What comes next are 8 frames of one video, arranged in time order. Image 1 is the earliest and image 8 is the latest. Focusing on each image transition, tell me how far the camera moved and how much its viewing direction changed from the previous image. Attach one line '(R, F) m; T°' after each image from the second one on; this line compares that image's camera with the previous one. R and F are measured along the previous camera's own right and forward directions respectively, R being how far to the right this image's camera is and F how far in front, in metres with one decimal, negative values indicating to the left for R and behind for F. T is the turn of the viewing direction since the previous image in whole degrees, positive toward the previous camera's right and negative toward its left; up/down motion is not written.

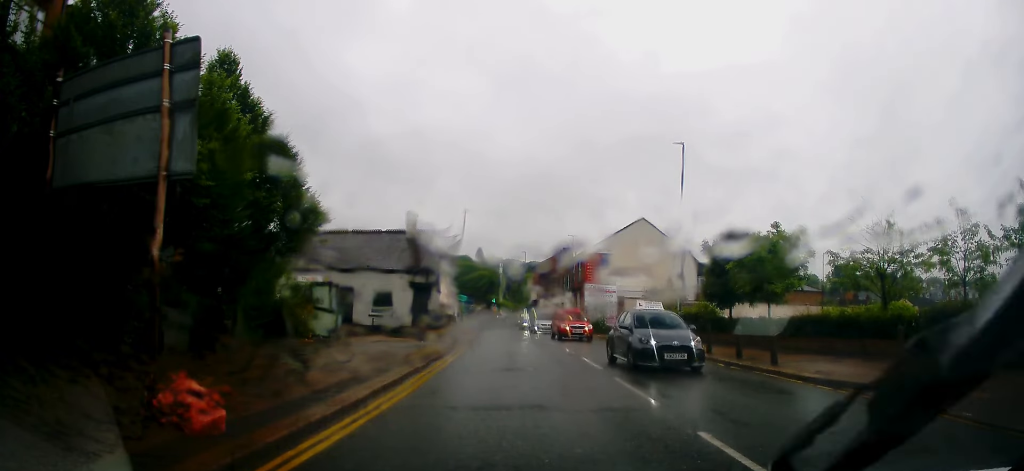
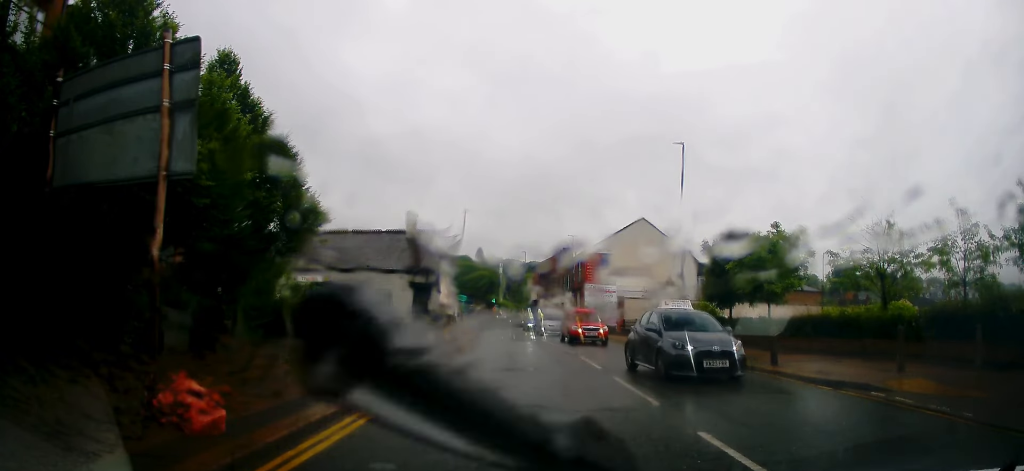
(0.0, 0.0) m; 0°
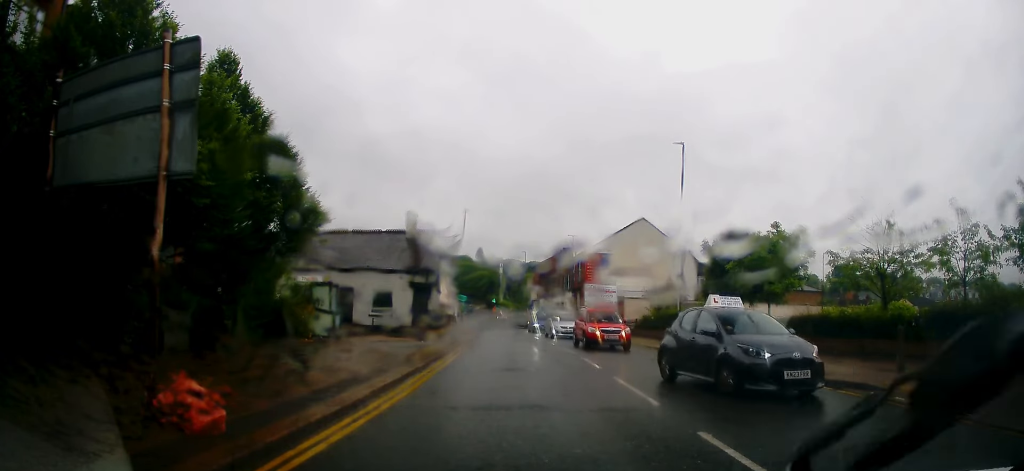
(0.0, 0.0) m; 0°
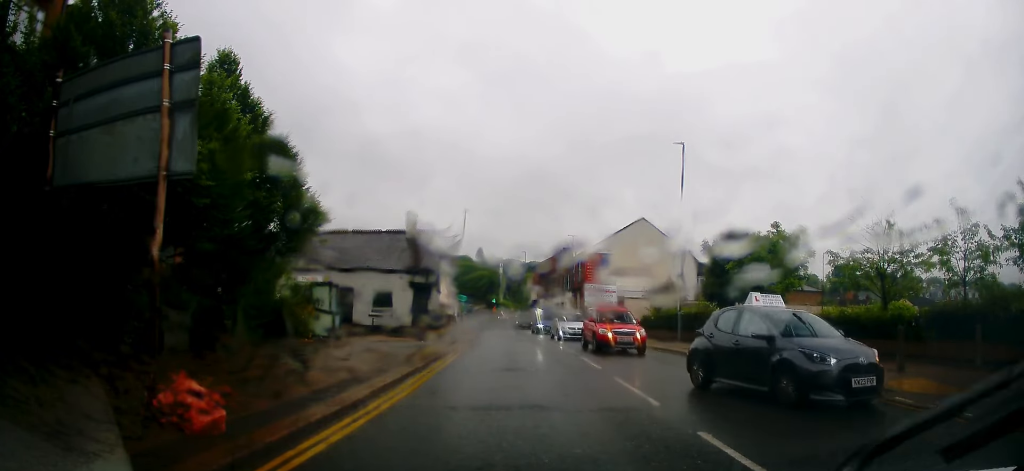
(0.0, 0.0) m; 0°
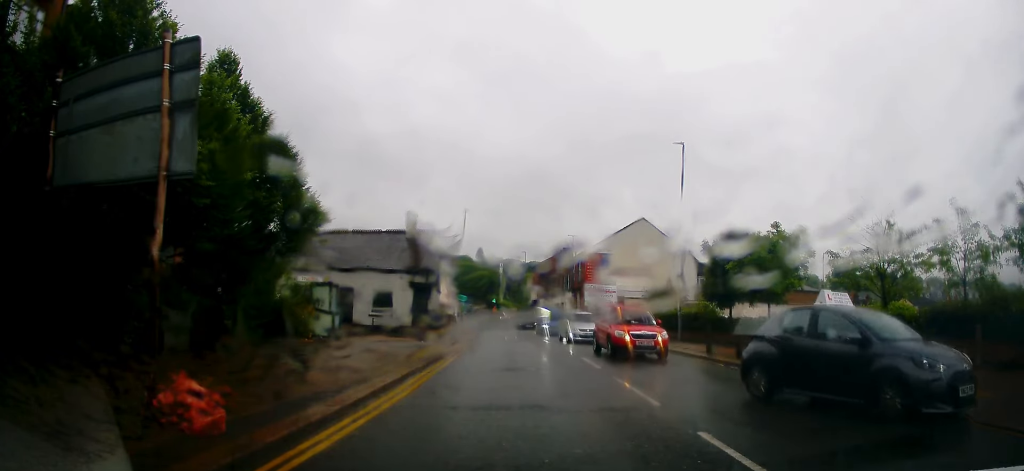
(0.0, 0.0) m; 0°
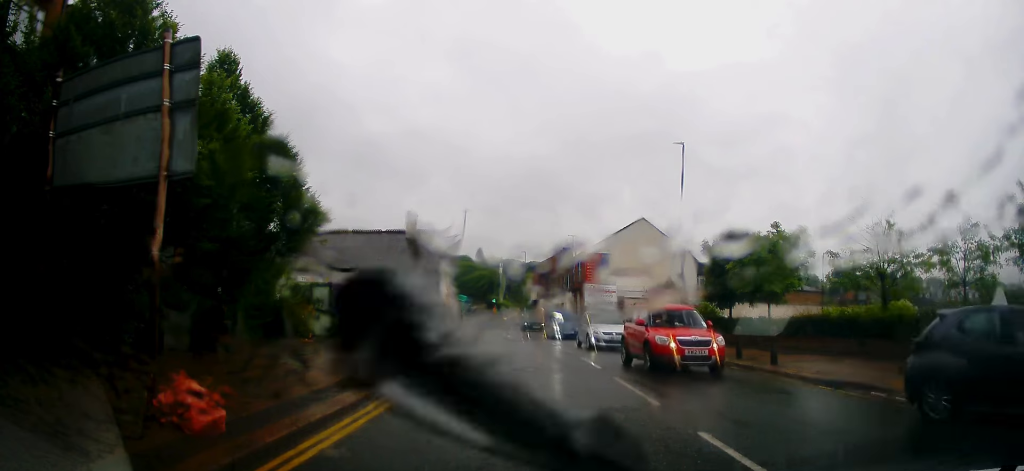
(0.0, 0.0) m; 0°
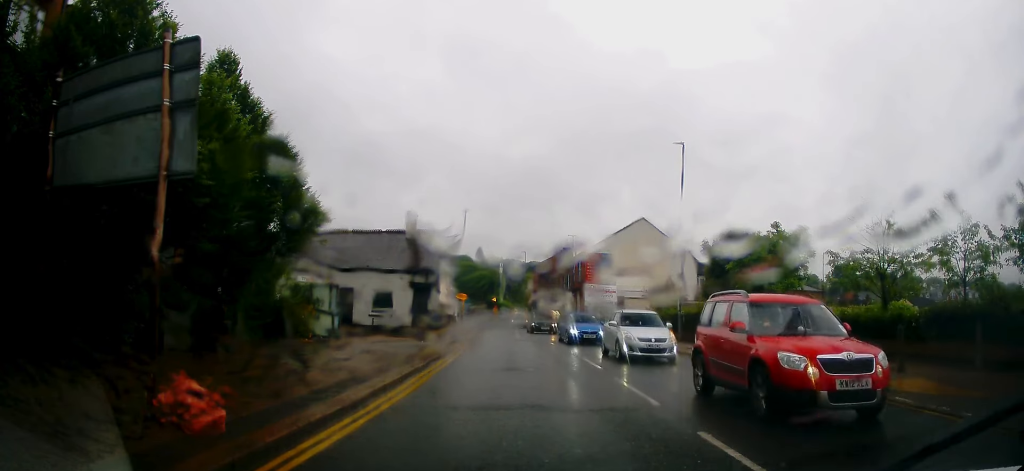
(0.0, 0.0) m; 0°
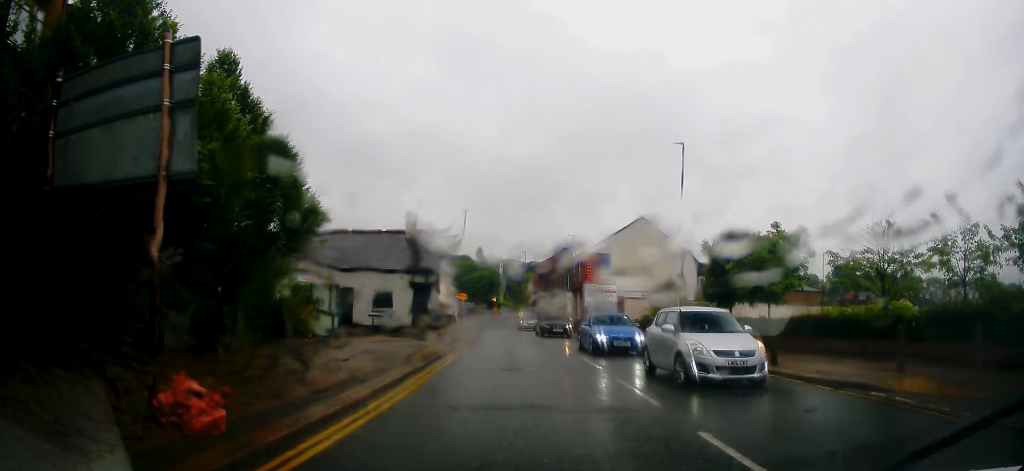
(0.0, 0.0) m; 0°
